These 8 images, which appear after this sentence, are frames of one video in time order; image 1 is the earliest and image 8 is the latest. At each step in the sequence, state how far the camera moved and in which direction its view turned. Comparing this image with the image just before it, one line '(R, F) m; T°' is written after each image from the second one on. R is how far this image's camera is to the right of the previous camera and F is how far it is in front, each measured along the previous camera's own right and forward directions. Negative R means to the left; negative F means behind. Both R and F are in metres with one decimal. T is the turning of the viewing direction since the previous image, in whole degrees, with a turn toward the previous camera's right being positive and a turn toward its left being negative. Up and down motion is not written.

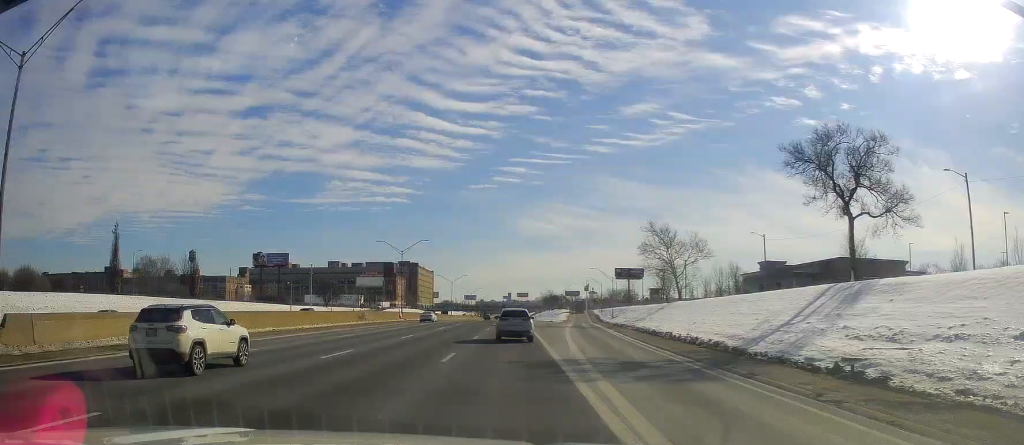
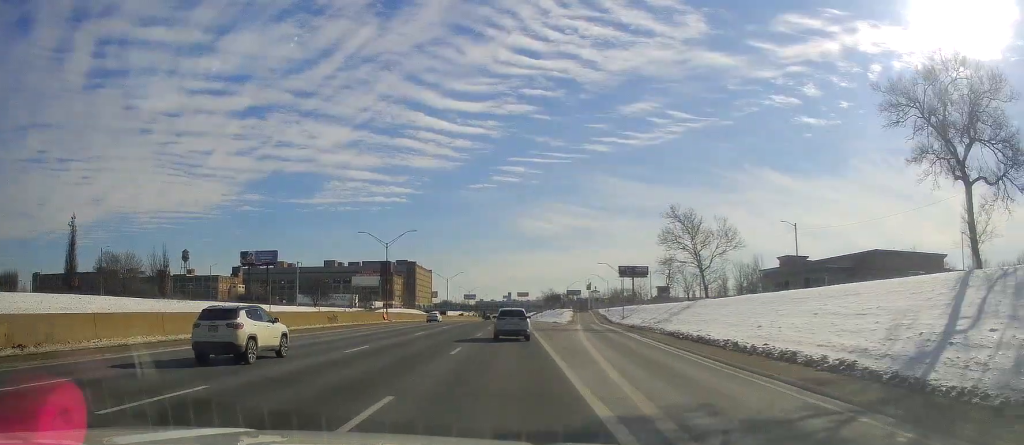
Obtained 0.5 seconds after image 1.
(-0.1, +11.6) m; 0°
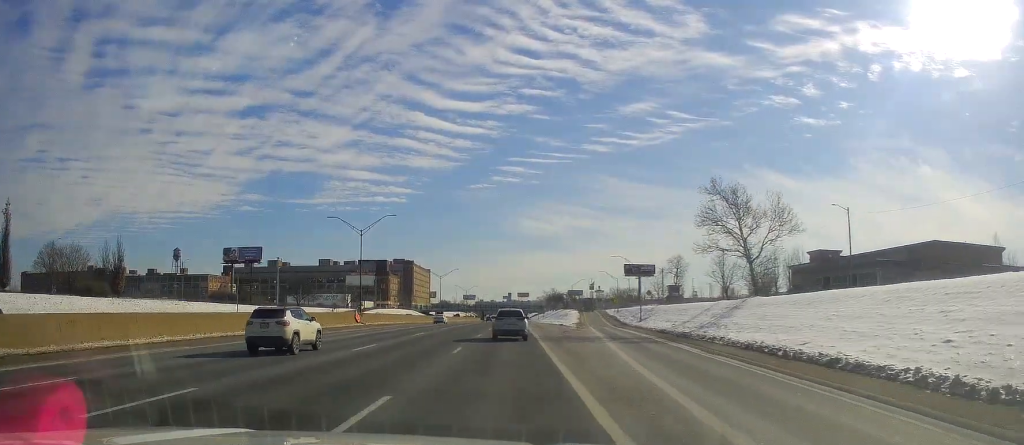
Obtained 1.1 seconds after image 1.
(+0.1, +14.8) m; 0°
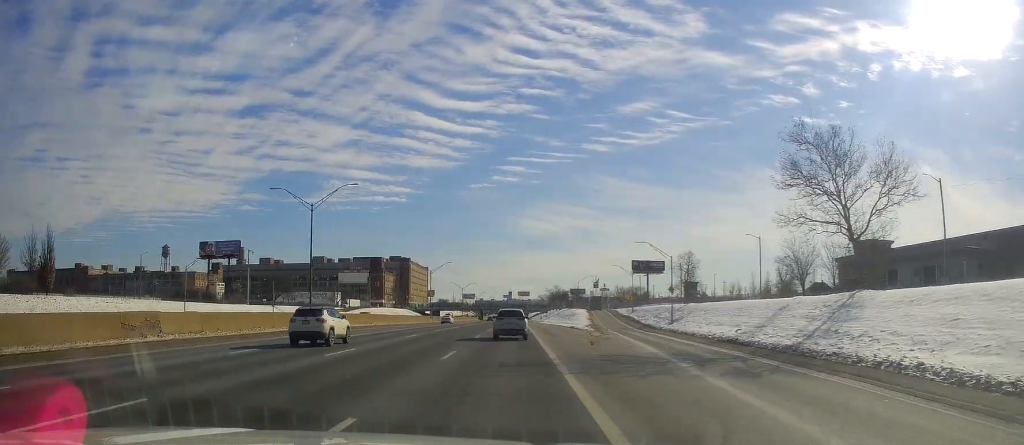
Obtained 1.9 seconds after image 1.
(0.0, +18.0) m; +2°
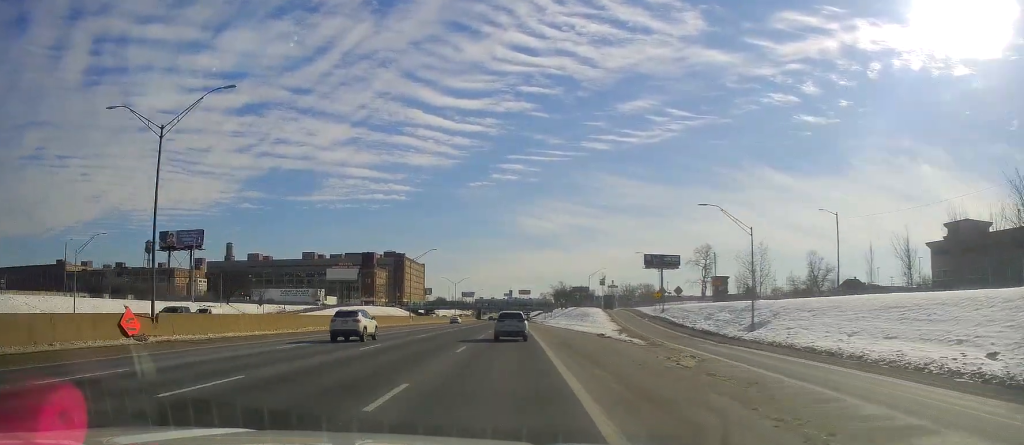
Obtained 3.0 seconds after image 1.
(+0.7, +25.2) m; +1°
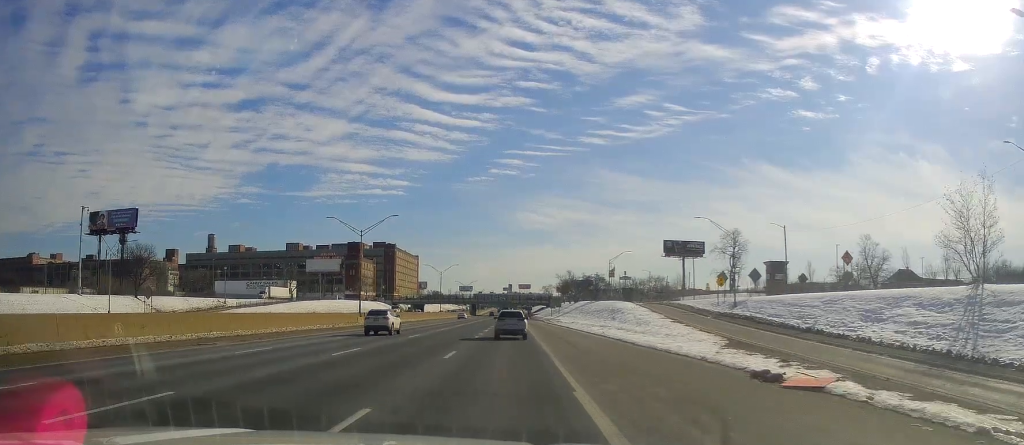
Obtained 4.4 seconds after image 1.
(-0.8, +33.7) m; -3°
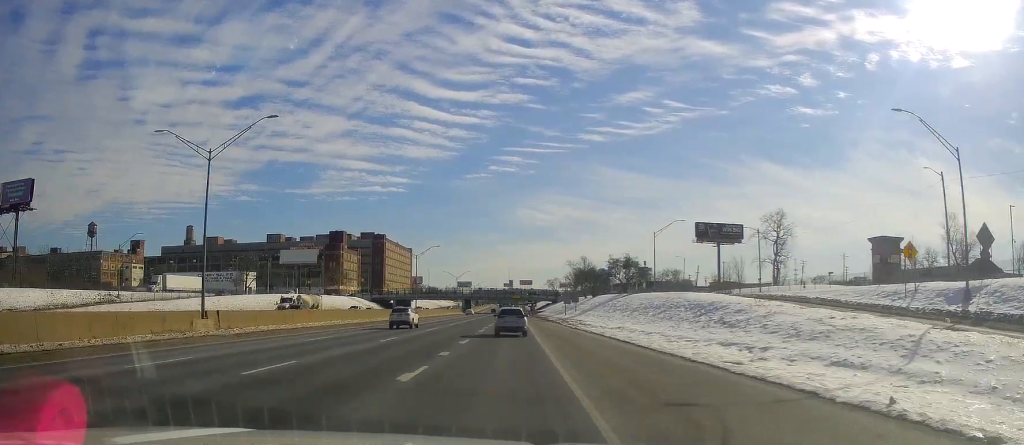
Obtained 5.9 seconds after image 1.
(-0.2, +37.6) m; +1°
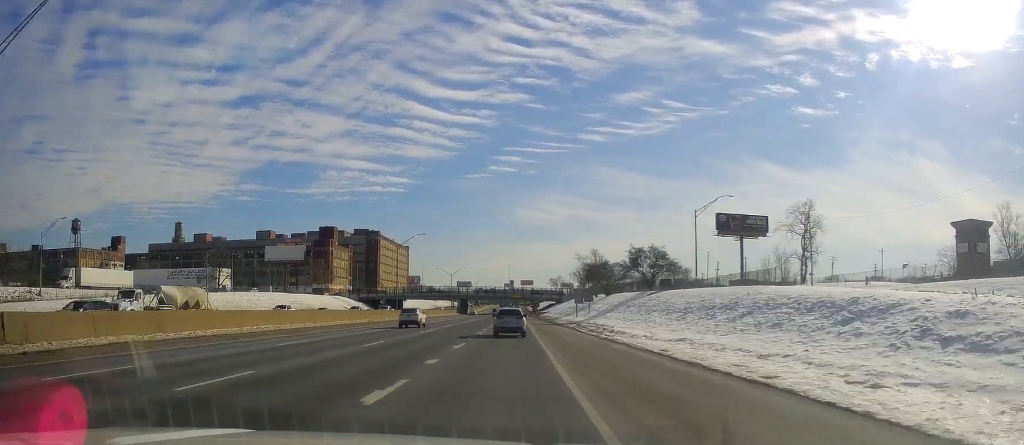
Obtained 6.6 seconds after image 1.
(+0.2, +18.2) m; +1°
